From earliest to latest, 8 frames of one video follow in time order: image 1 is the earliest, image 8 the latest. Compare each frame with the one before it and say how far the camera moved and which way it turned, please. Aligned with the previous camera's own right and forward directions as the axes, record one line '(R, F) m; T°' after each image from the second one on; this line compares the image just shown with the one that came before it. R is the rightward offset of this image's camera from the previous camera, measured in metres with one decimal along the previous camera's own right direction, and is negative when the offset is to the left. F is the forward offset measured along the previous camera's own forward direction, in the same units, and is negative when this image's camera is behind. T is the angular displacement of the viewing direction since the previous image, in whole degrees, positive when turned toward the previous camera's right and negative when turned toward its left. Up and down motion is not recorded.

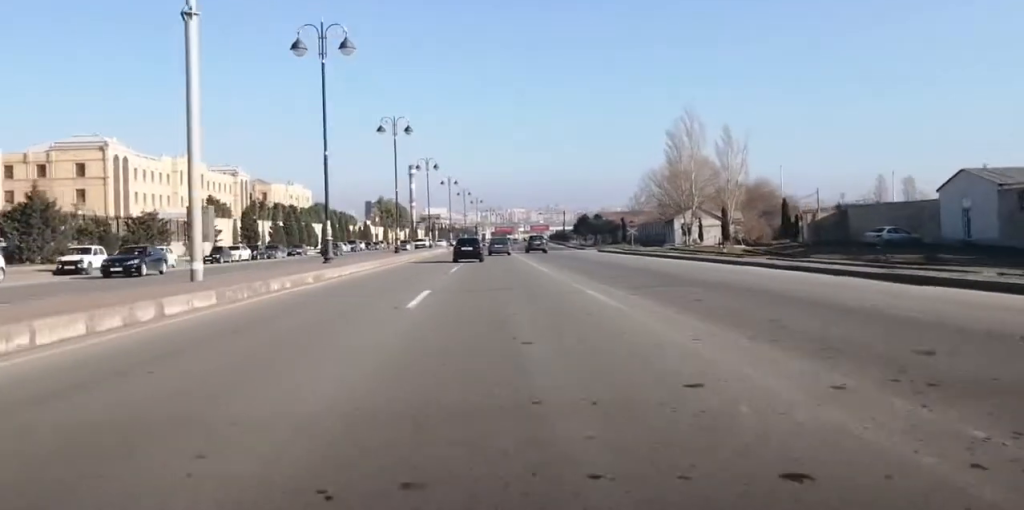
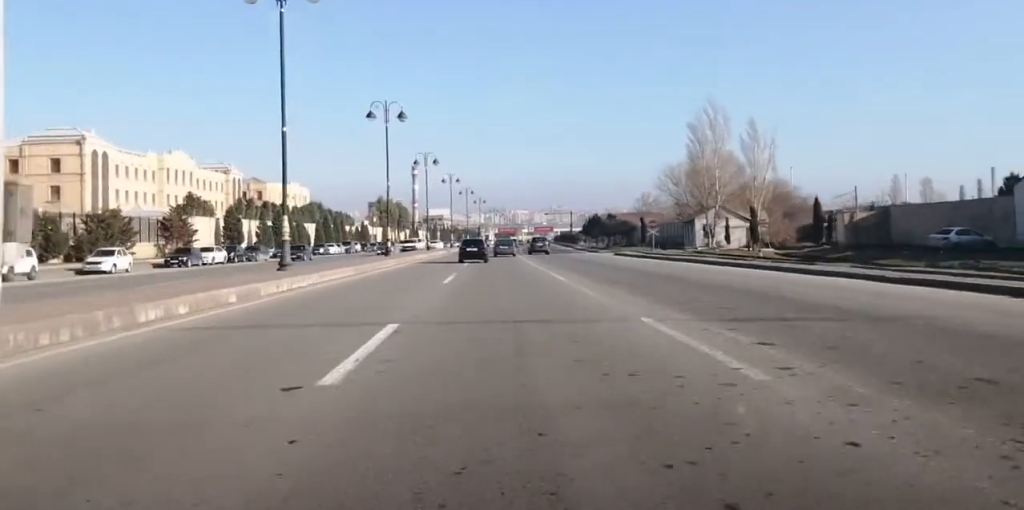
(+0.3, +8.9) m; 0°
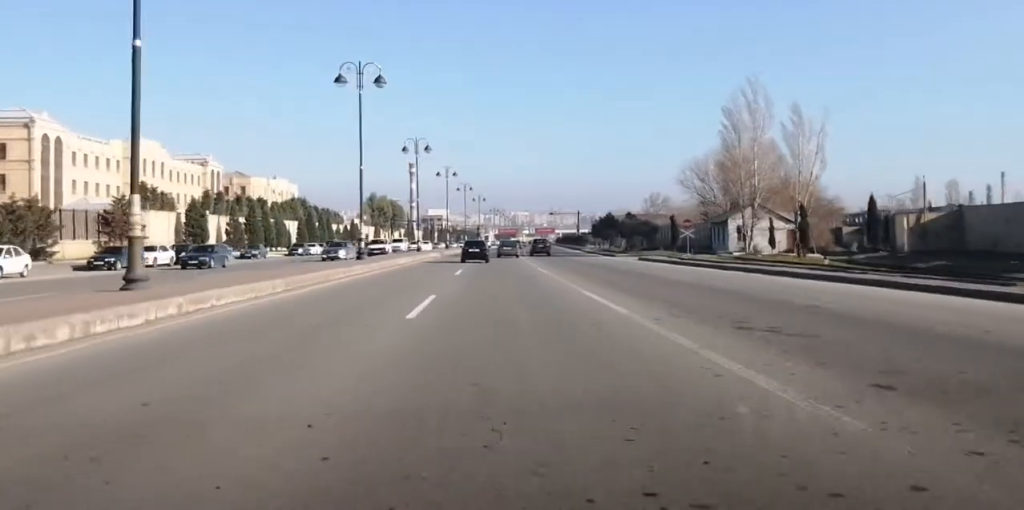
(0.0, +12.8) m; -1°
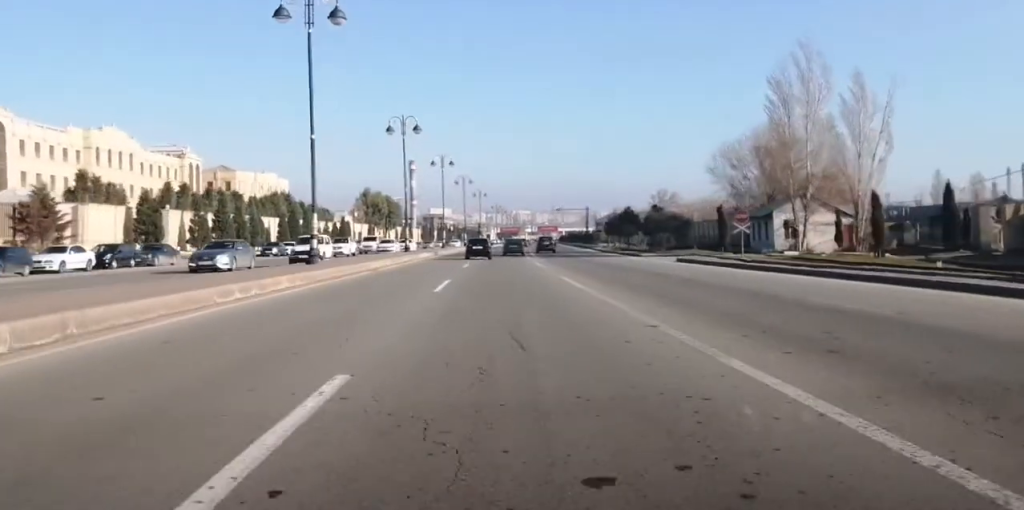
(-0.3, +13.4) m; -1°
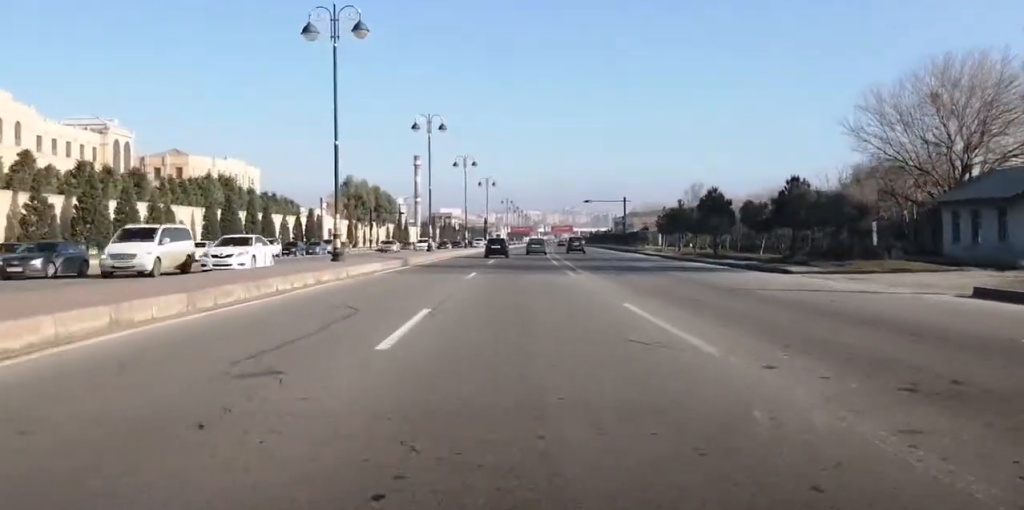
(0.0, +32.1) m; +1°
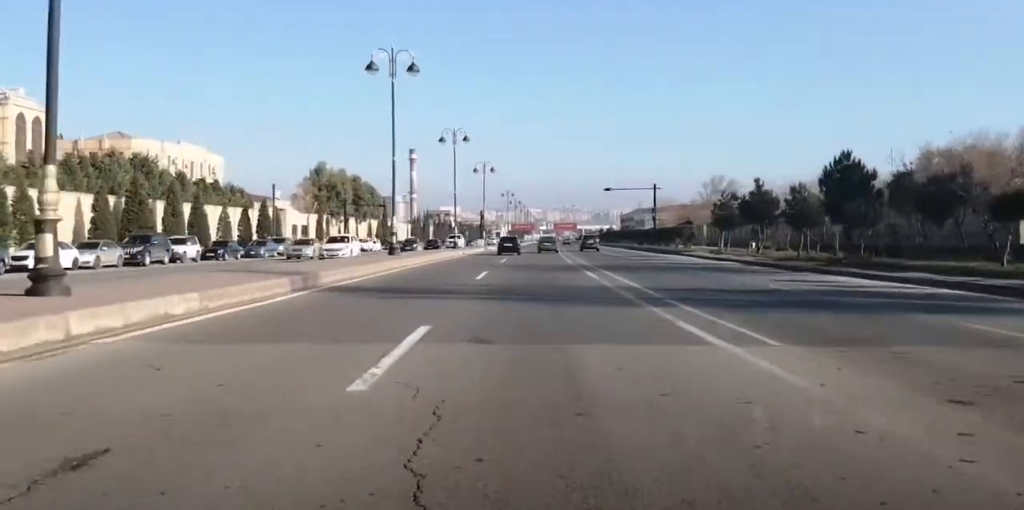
(+0.5, +22.6) m; 0°
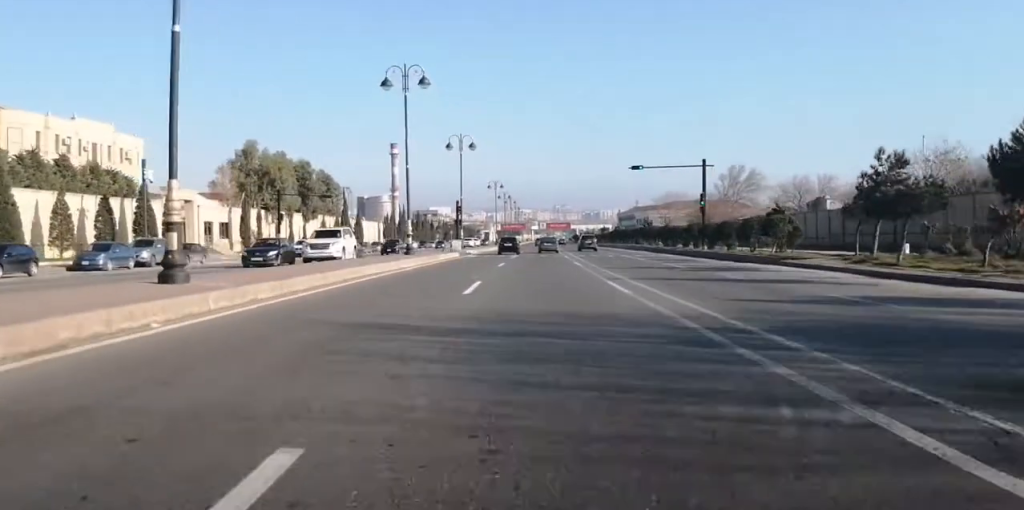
(-0.3, +28.4) m; +1°
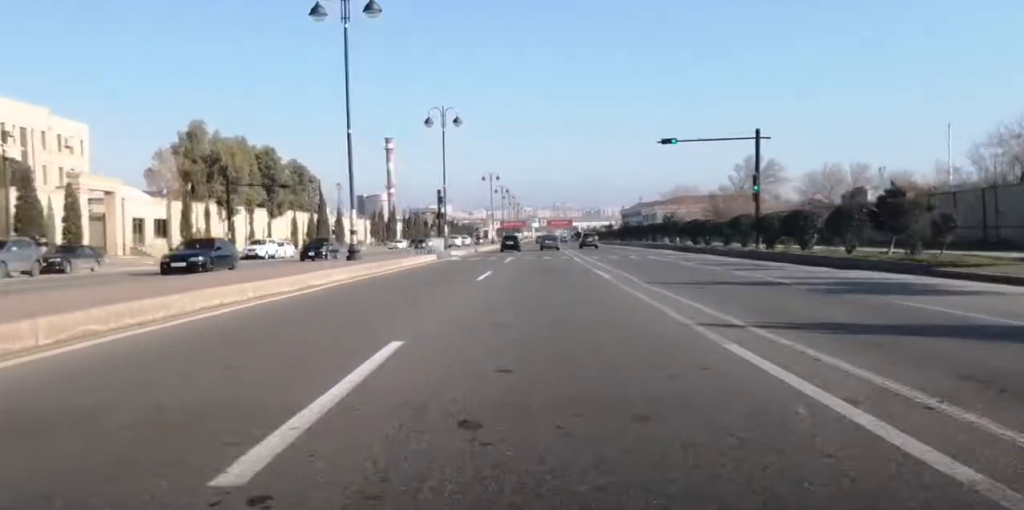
(+0.3, +15.5) m; +2°
